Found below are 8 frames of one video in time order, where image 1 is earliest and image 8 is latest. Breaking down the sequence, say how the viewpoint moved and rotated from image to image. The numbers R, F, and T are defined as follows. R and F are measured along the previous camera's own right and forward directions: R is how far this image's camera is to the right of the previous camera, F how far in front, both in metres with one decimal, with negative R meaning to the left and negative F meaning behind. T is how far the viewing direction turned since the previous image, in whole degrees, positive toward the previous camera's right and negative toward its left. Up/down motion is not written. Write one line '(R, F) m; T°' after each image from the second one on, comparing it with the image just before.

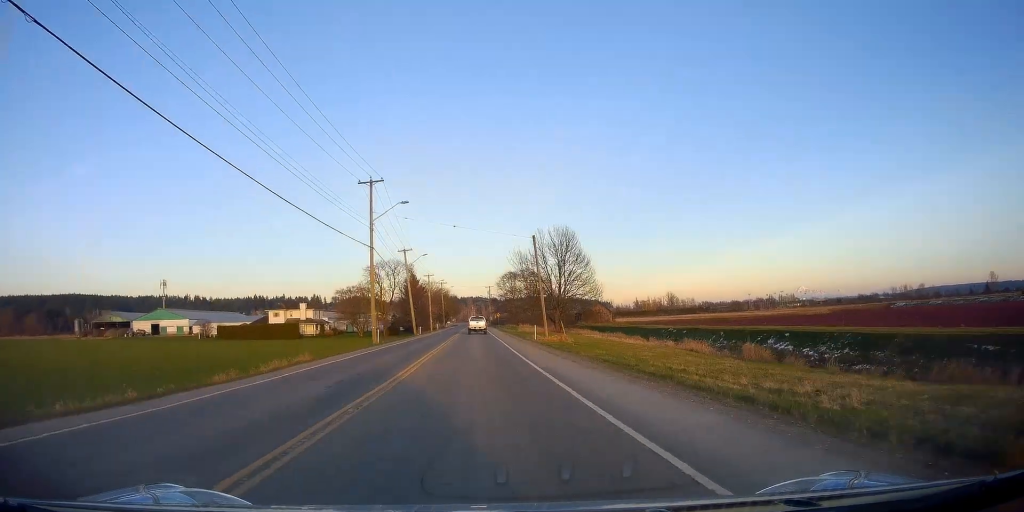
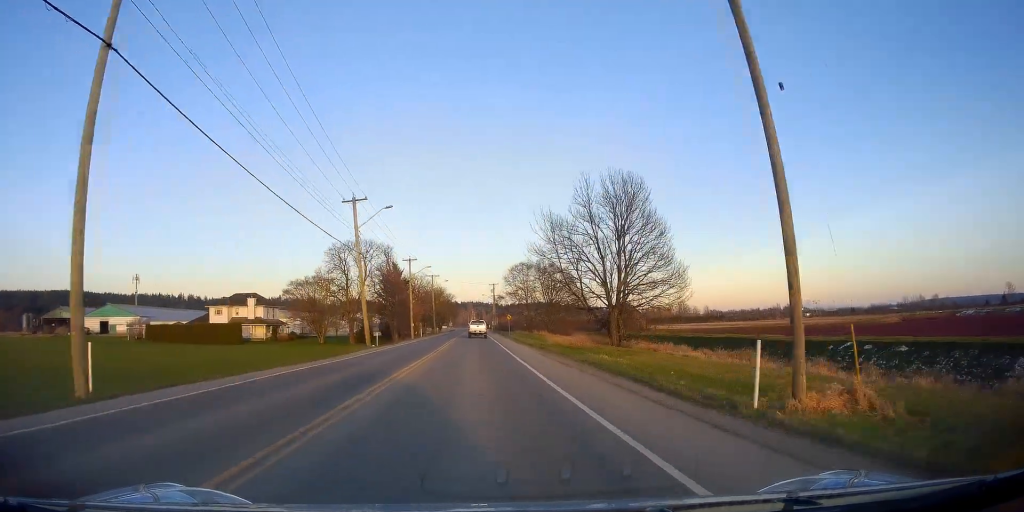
(-0.9, +35.9) m; -2°
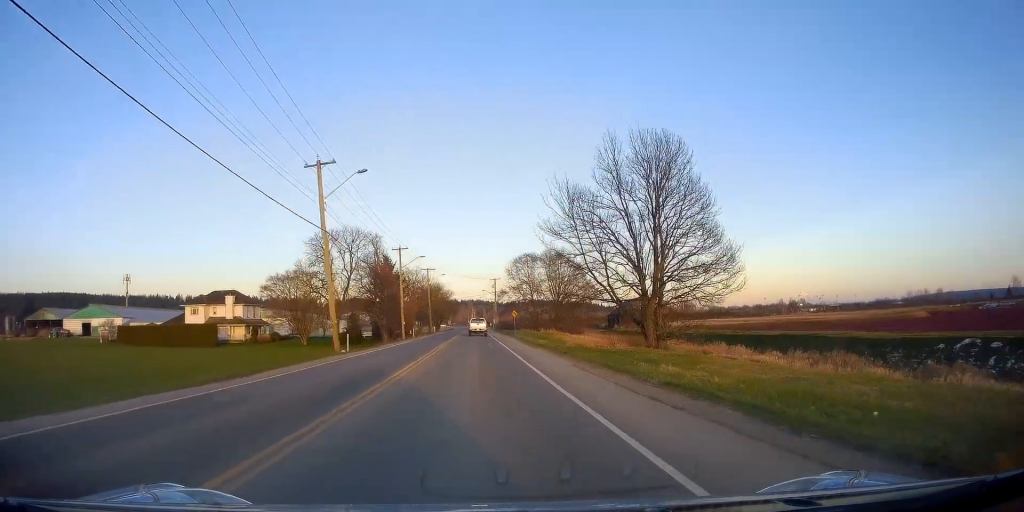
(+0.2, +10.8) m; +1°
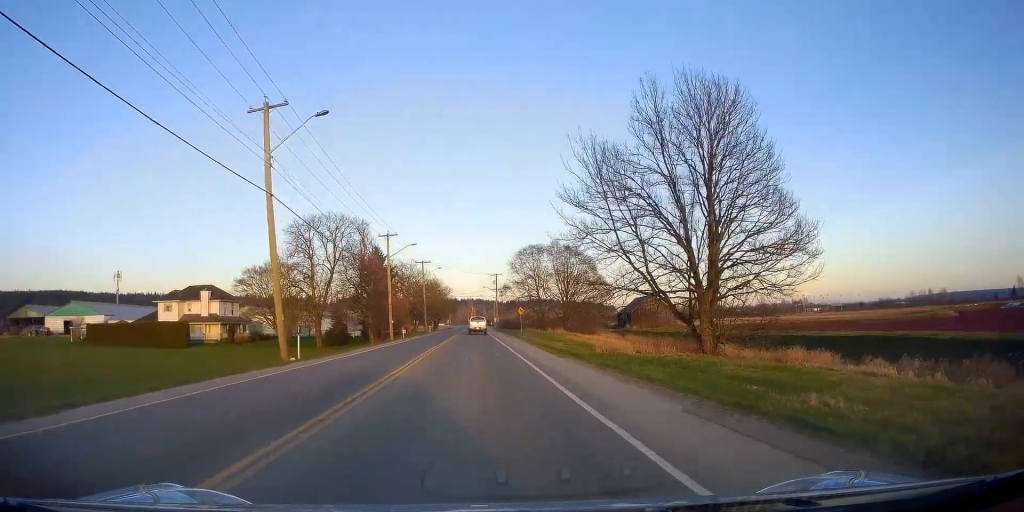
(+0.1, +10.1) m; +1°
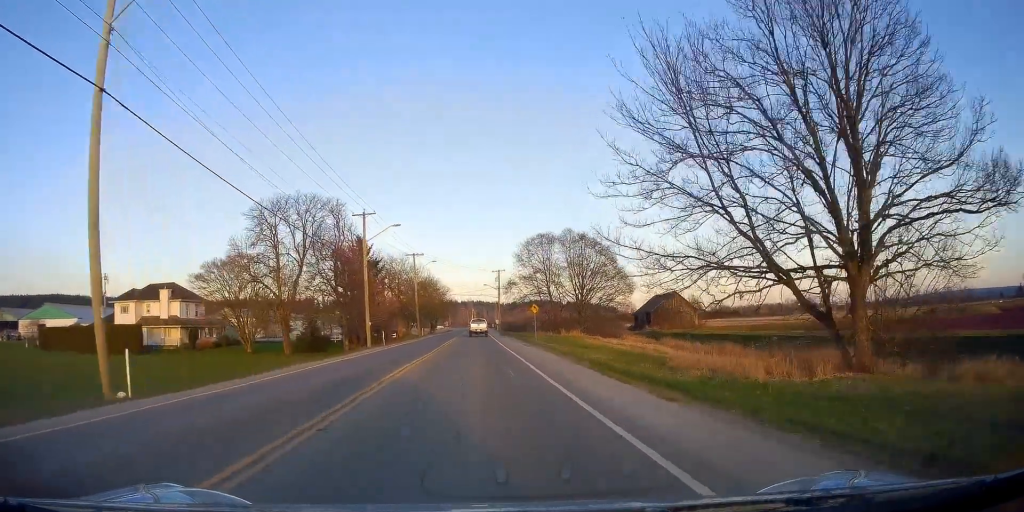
(0.0, +13.7) m; +1°
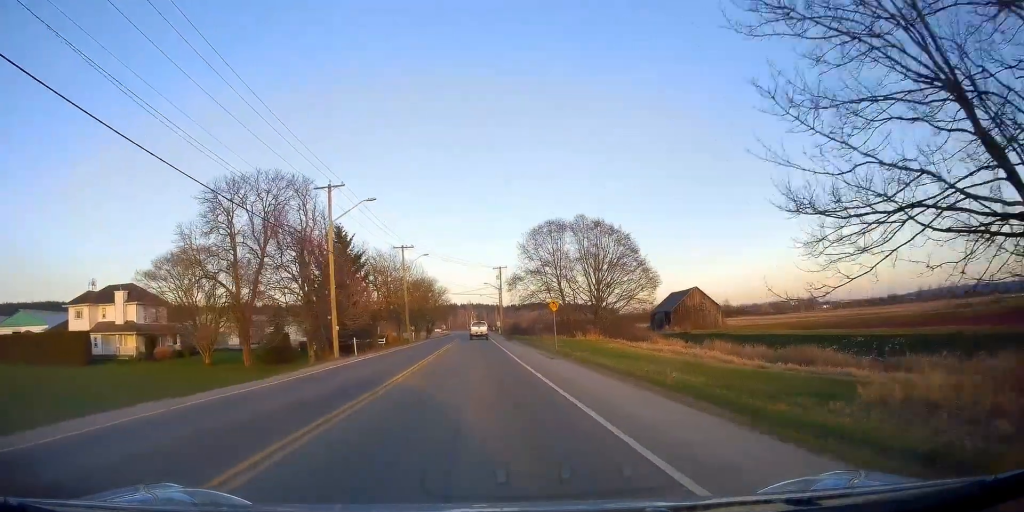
(0.0, +11.6) m; 0°
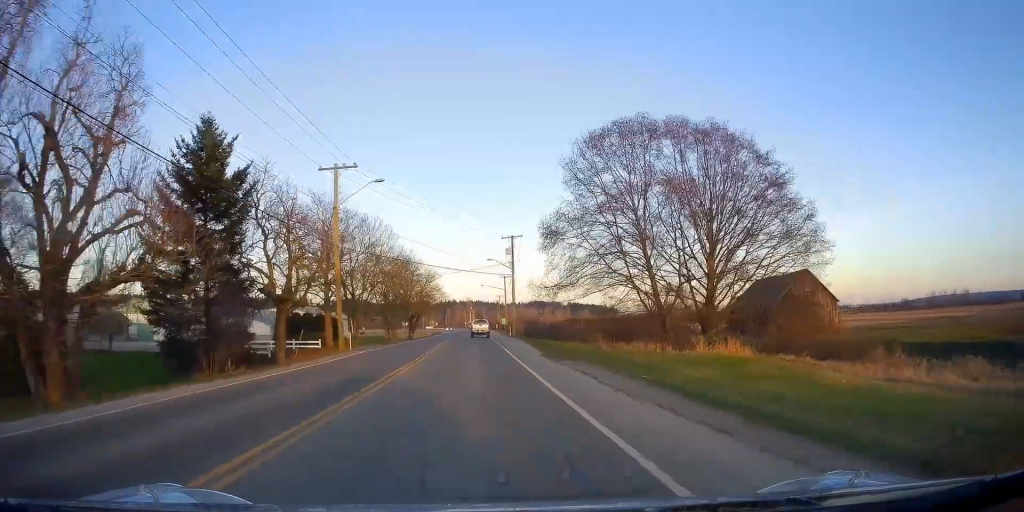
(-0.7, +35.4) m; -2°
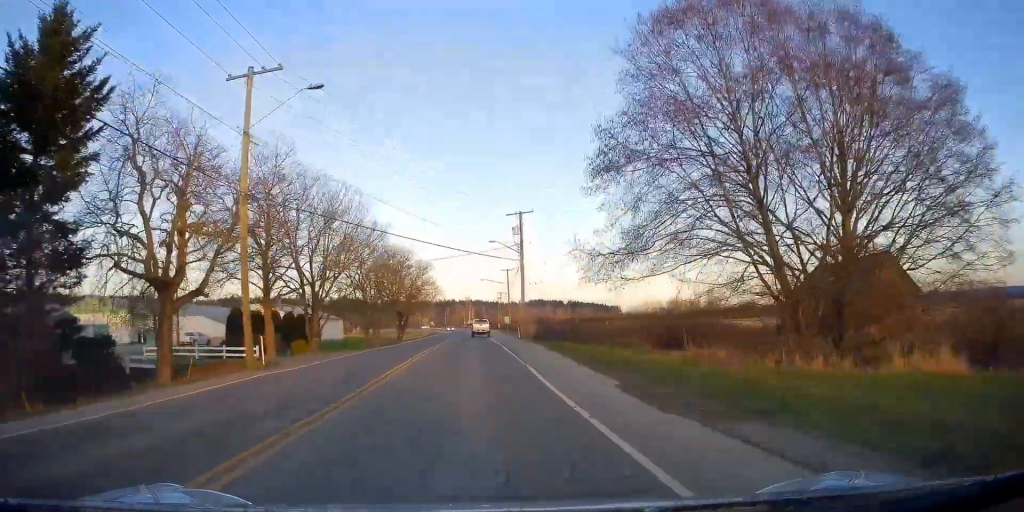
(+0.1, +15.2) m; +1°
